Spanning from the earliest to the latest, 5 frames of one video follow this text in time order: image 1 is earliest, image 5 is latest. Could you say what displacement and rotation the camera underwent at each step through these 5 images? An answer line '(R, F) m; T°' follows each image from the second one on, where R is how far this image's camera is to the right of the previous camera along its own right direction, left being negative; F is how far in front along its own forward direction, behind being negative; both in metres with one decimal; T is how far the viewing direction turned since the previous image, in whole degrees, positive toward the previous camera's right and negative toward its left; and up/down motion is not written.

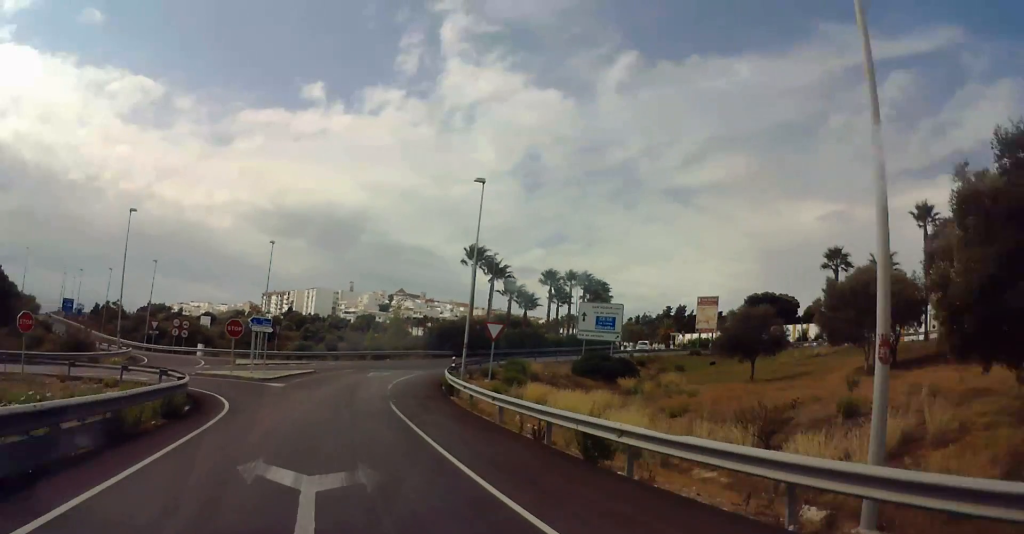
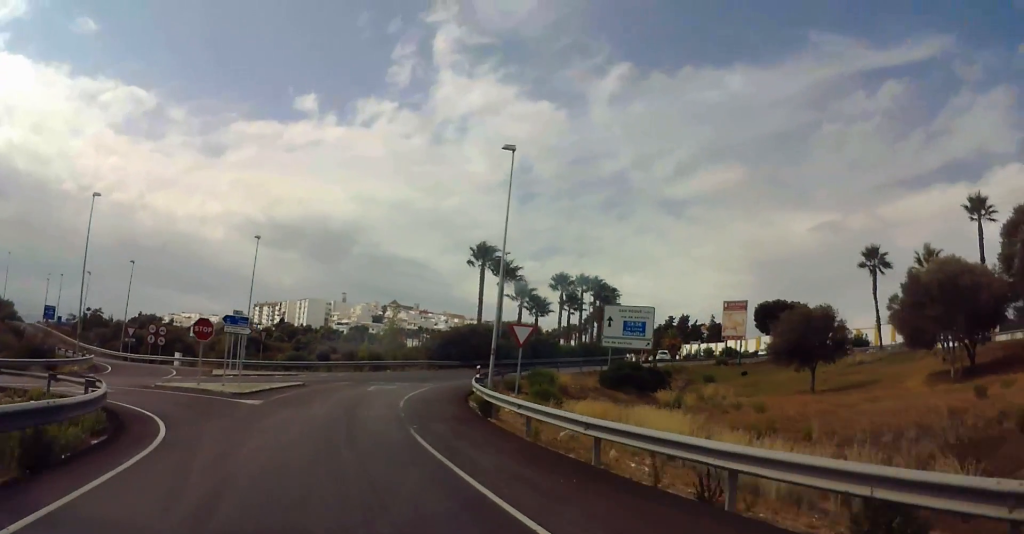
(-0.3, +7.1) m; -1°
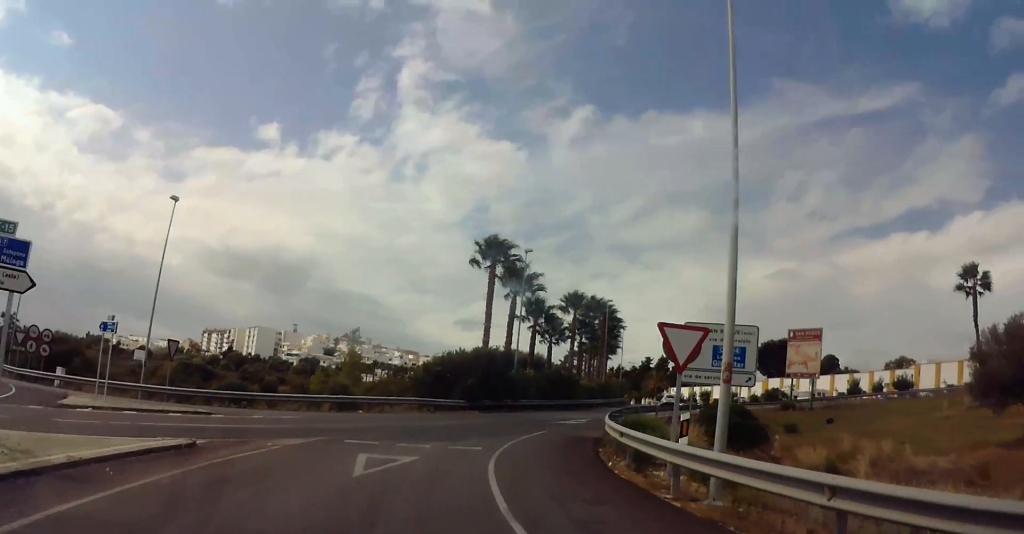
(-0.2, +19.2) m; 0°
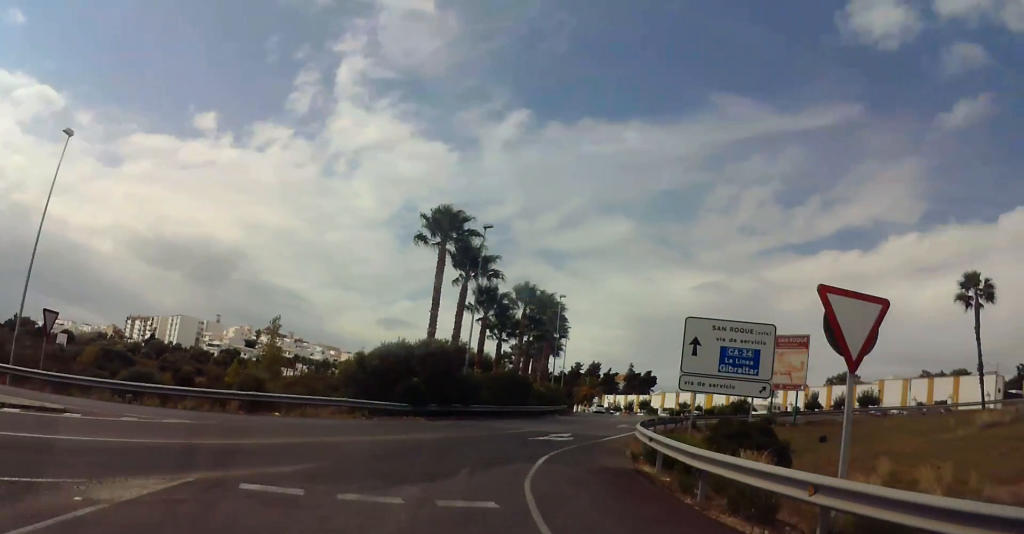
(+0.1, +8.2) m; +10°
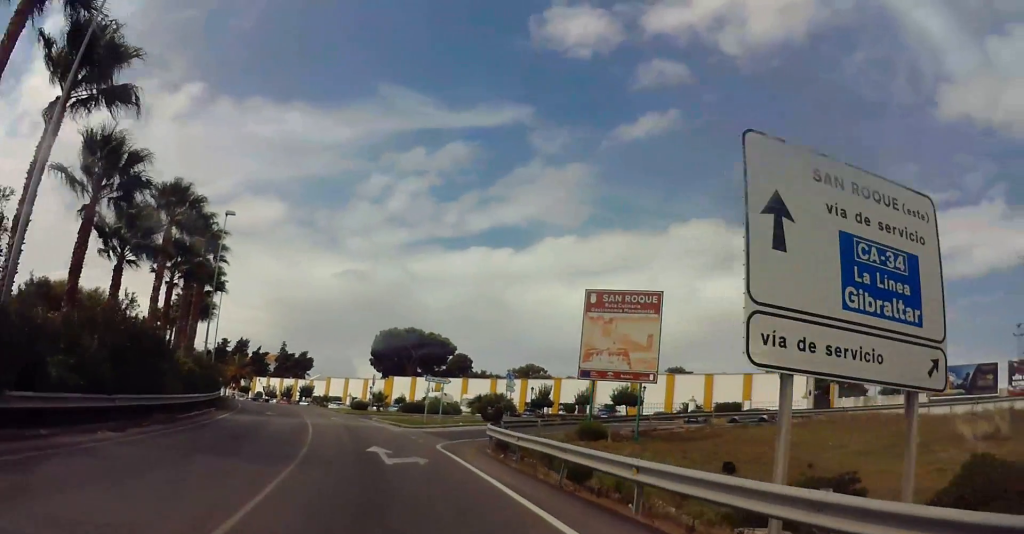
(+10.4, +20.0) m; +37°
